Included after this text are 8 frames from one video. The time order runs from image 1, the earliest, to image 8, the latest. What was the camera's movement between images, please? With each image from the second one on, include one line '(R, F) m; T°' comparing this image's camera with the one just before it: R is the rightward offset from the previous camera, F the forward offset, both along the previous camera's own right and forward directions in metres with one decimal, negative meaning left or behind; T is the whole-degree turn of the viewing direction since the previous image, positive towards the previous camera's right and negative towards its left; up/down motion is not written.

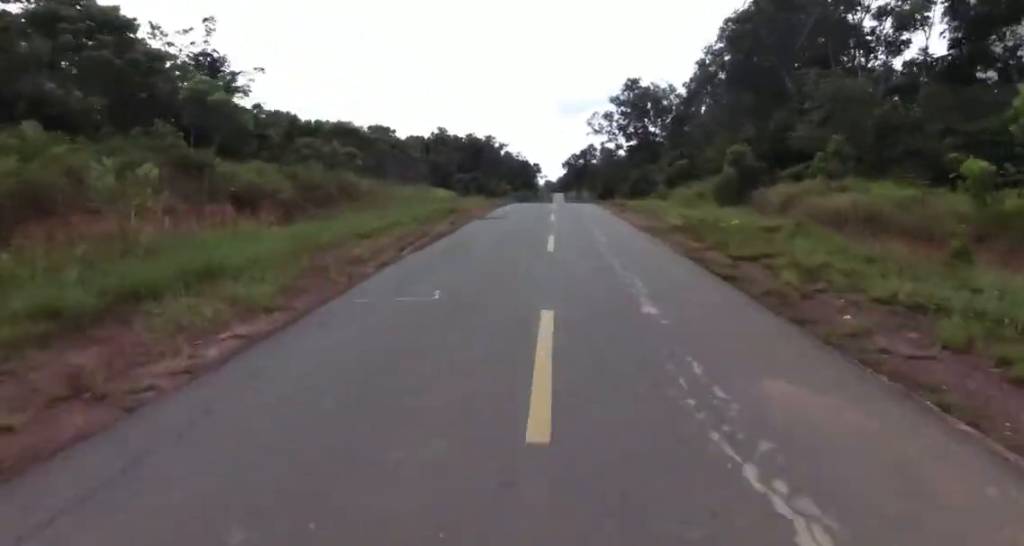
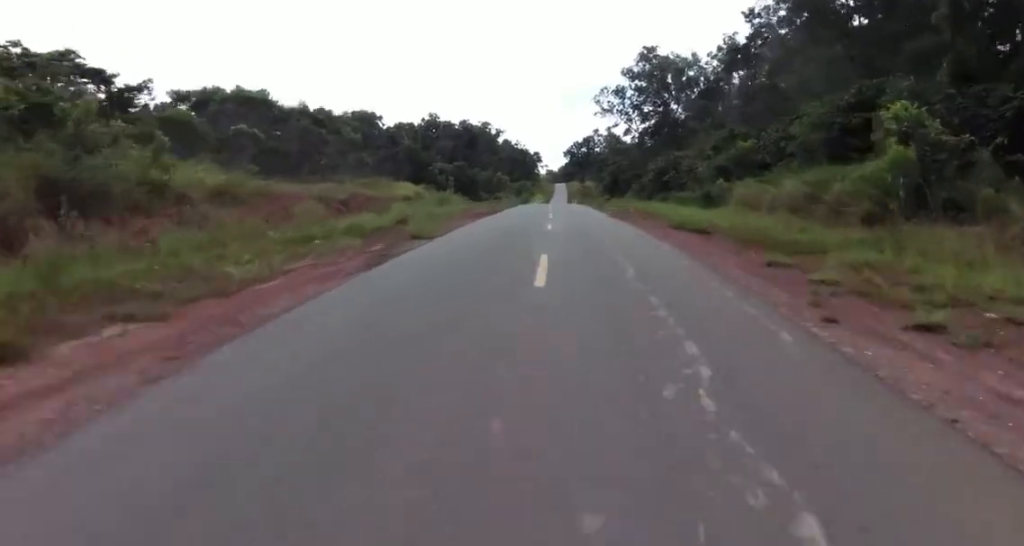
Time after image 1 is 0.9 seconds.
(0.0, +20.2) m; +1°
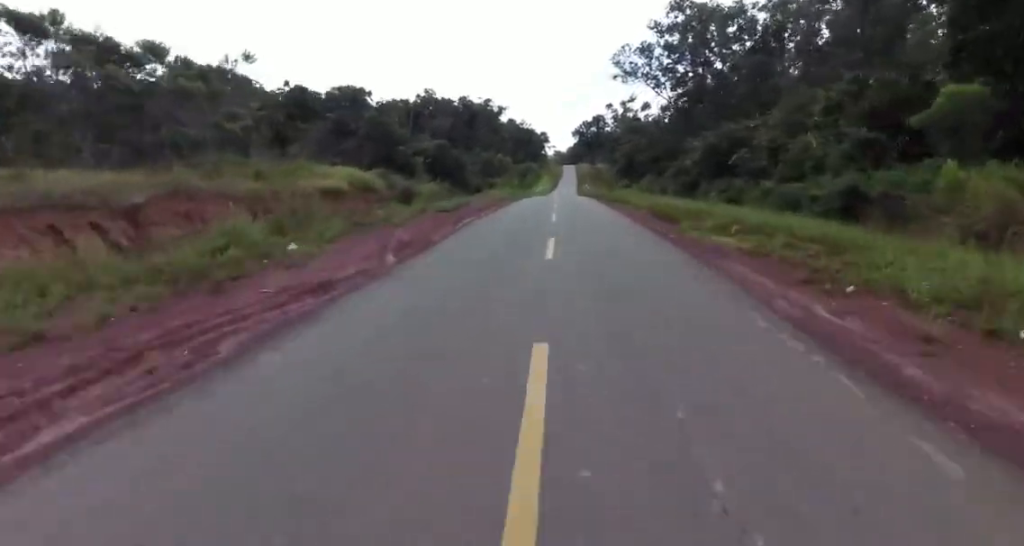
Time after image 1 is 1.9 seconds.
(+0.5, +21.8) m; -2°
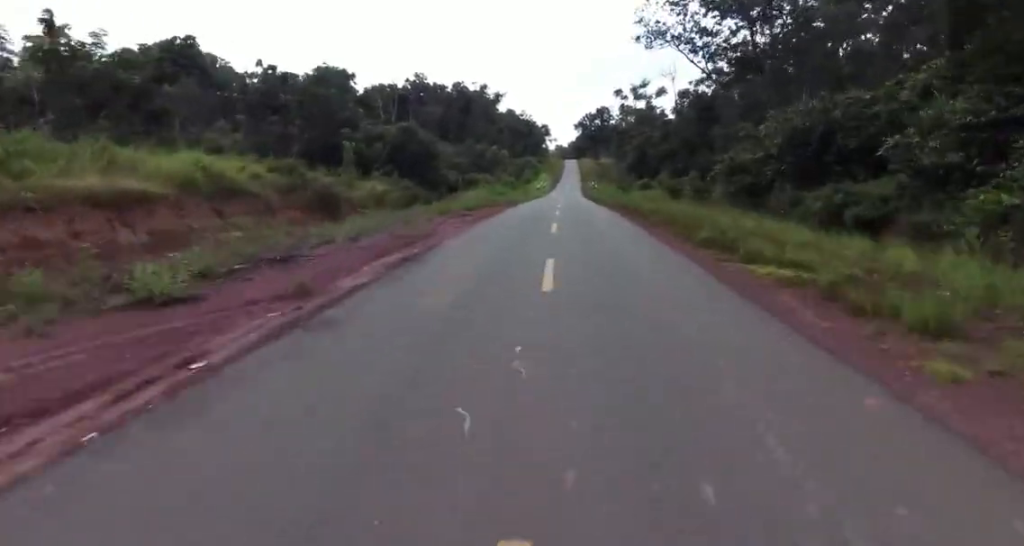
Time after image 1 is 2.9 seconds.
(-1.1, +19.9) m; 0°
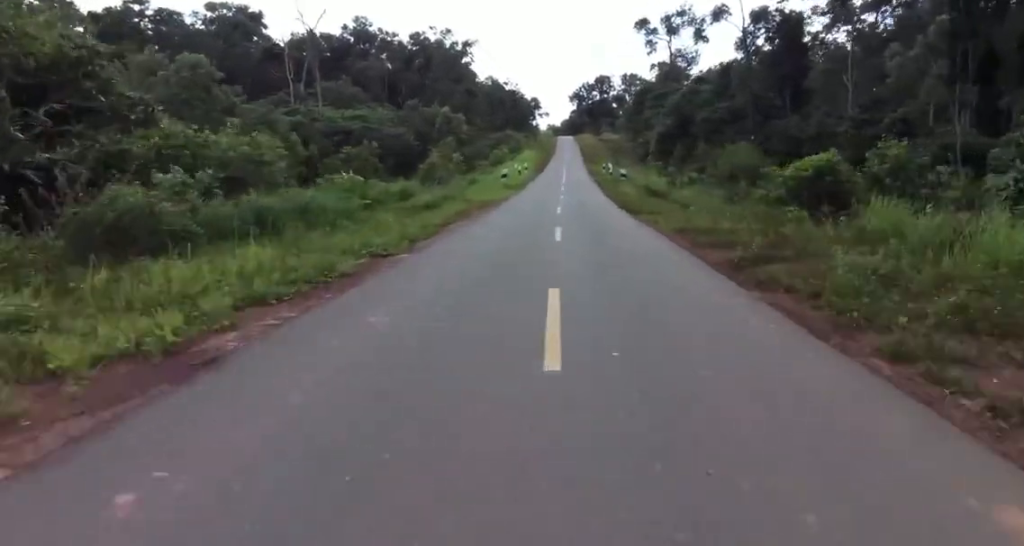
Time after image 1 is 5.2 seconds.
(+2.8, +53.2) m; +2°
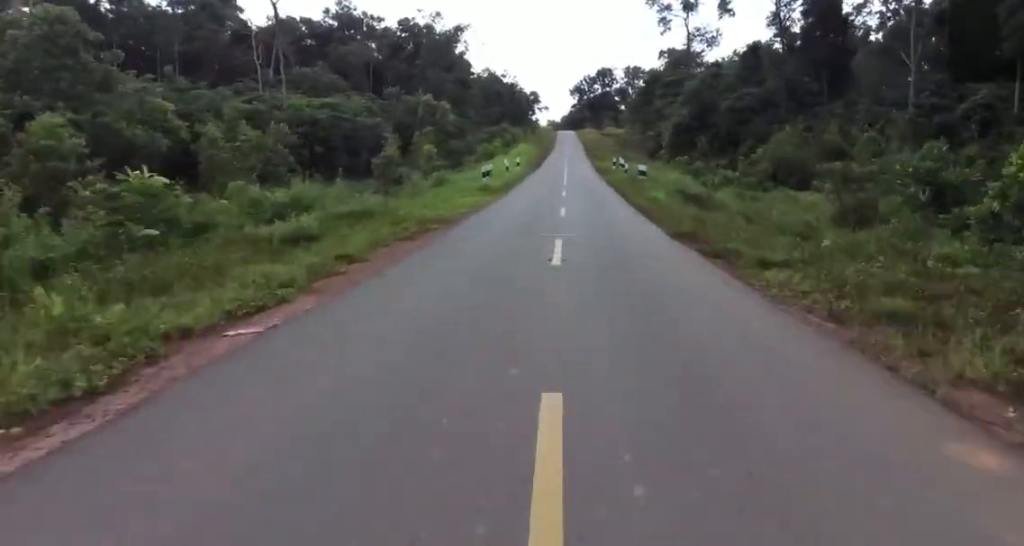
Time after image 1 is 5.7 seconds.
(-0.1, +11.5) m; 0°
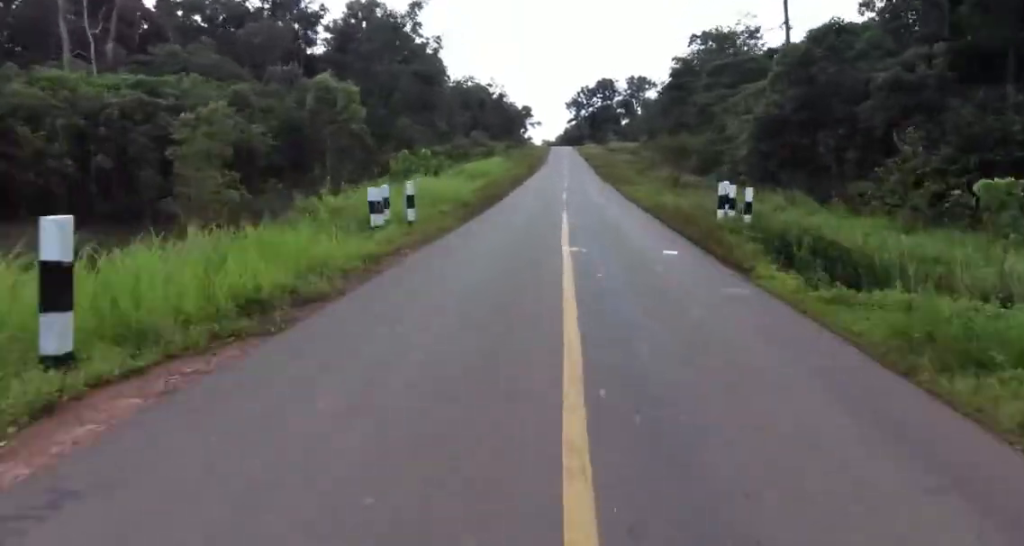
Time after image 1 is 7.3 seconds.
(+0.2, +35.6) m; +1°
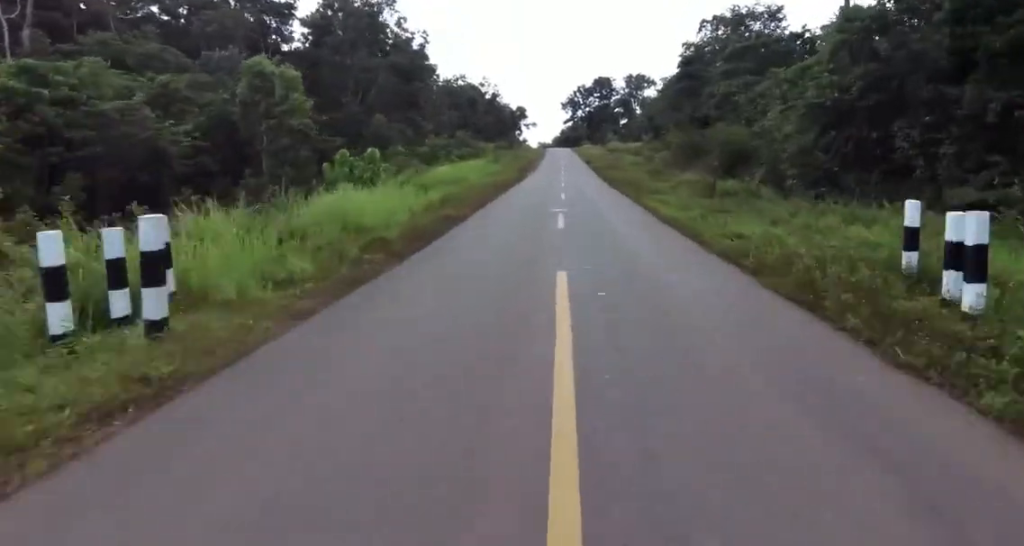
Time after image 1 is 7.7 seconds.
(+0.1, +9.8) m; 0°
